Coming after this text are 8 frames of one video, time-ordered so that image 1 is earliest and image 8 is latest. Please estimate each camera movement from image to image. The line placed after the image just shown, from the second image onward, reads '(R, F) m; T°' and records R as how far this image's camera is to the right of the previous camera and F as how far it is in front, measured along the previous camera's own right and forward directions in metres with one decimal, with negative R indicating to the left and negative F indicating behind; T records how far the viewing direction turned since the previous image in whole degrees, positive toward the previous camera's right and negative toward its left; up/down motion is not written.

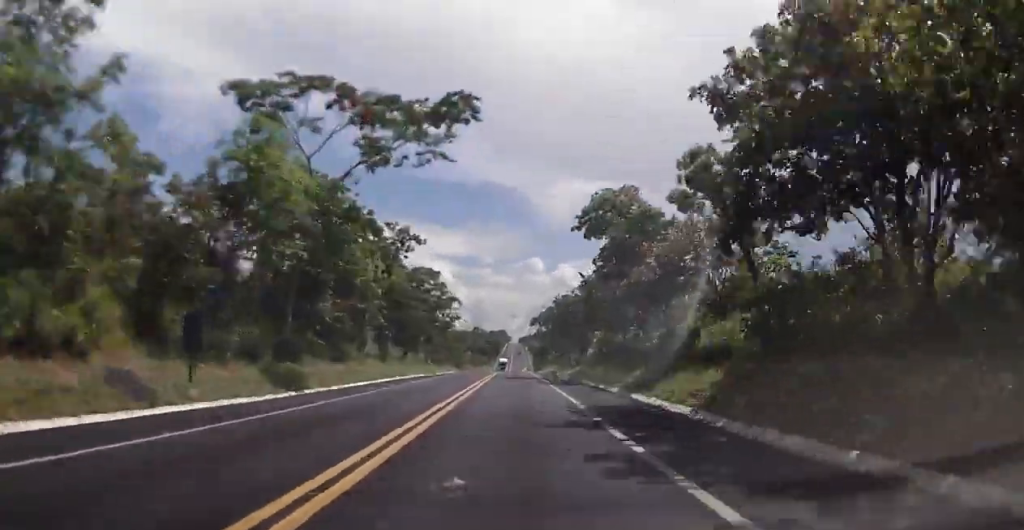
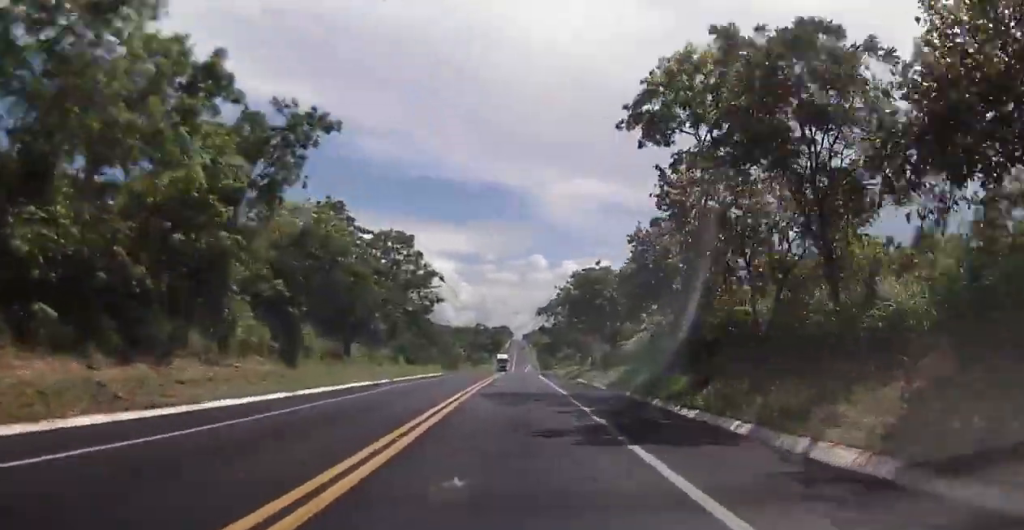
(0.0, +23.1) m; 0°
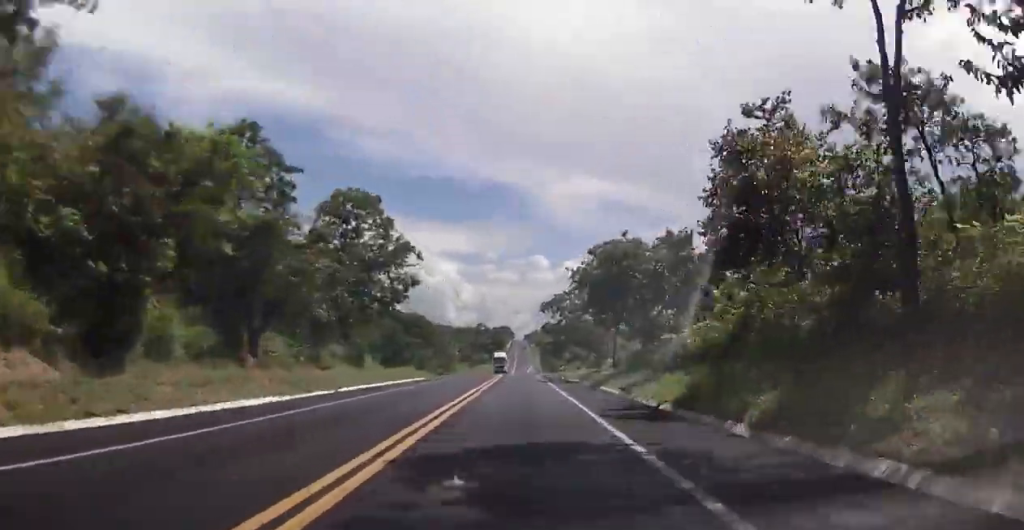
(+0.1, +15.1) m; 0°
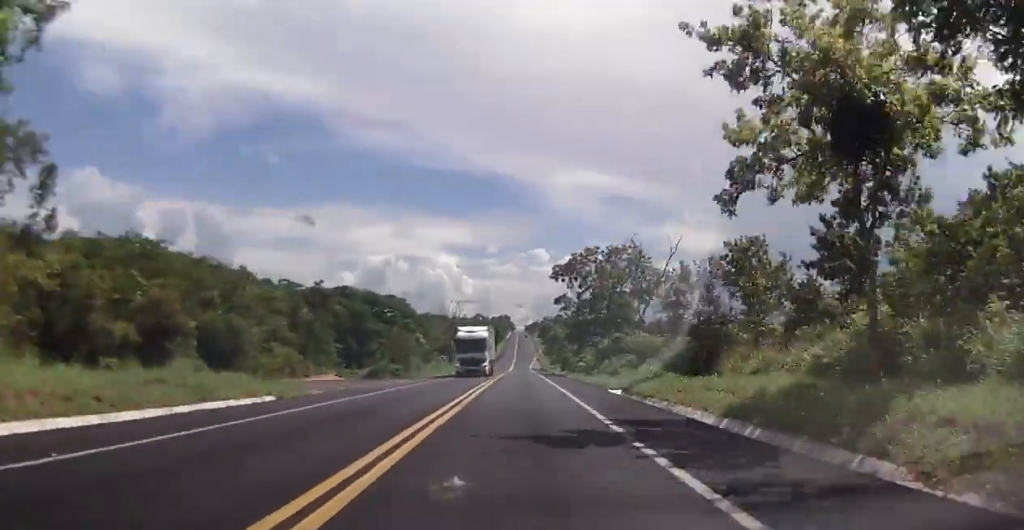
(+0.1, +40.5) m; -1°
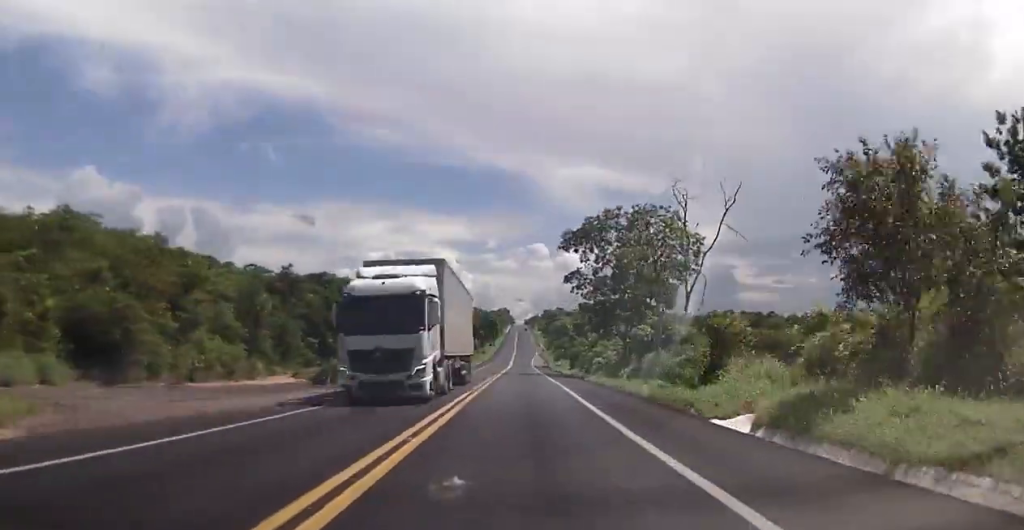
(-0.2, +18.3) m; 0°
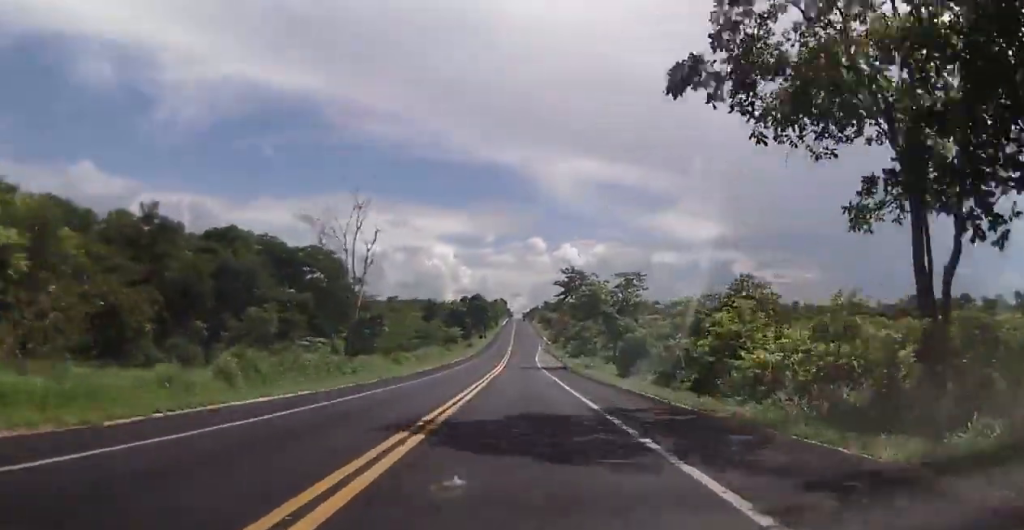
(0.0, +45.2) m; 0°
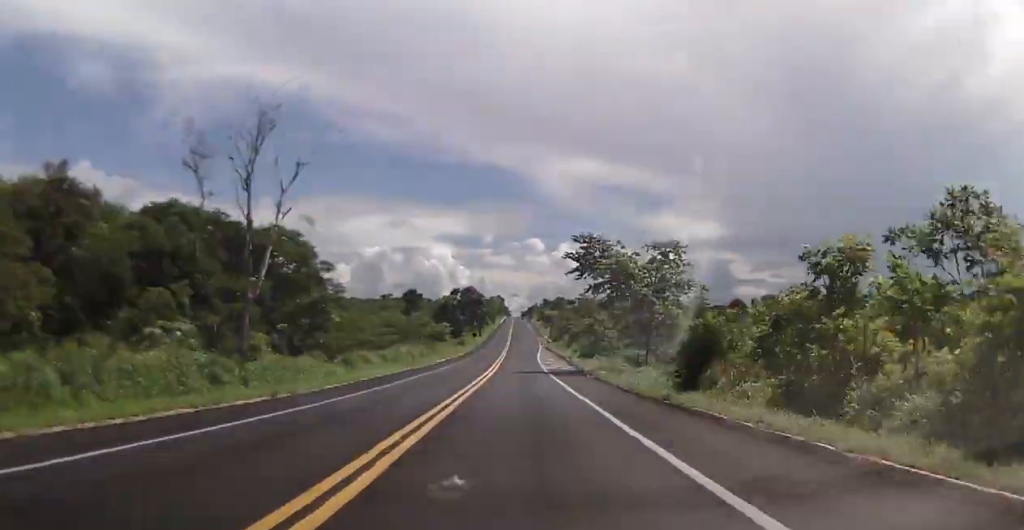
(0.0, +16.7) m; 0°
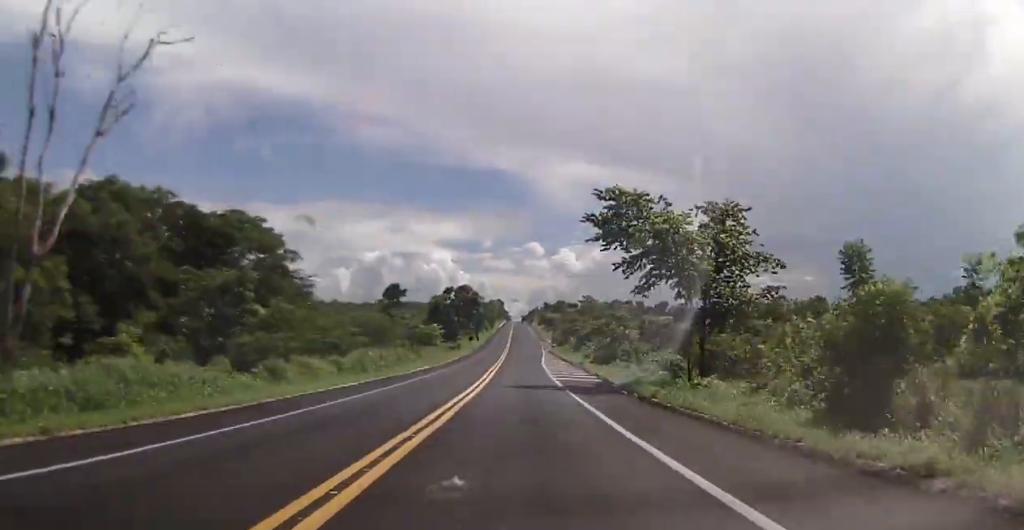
(0.0, +13.6) m; 0°
